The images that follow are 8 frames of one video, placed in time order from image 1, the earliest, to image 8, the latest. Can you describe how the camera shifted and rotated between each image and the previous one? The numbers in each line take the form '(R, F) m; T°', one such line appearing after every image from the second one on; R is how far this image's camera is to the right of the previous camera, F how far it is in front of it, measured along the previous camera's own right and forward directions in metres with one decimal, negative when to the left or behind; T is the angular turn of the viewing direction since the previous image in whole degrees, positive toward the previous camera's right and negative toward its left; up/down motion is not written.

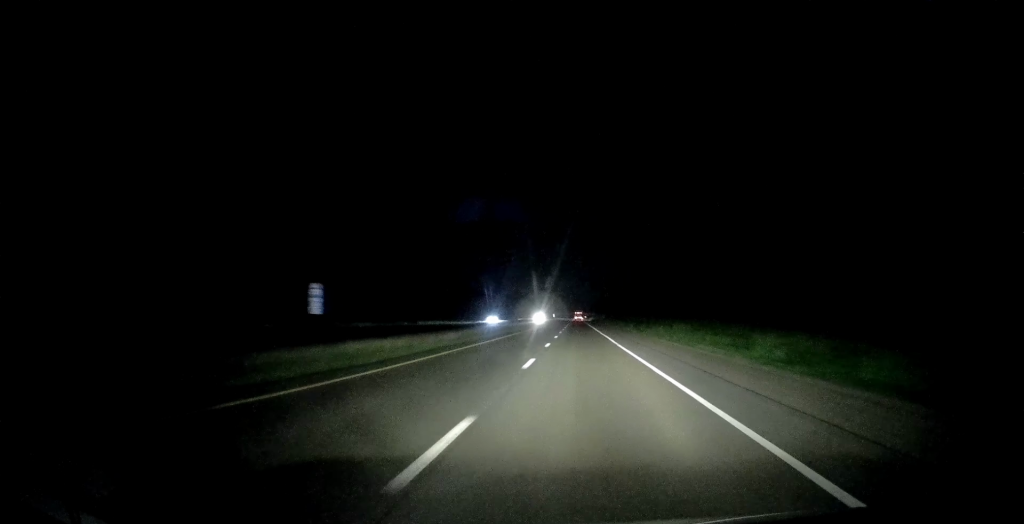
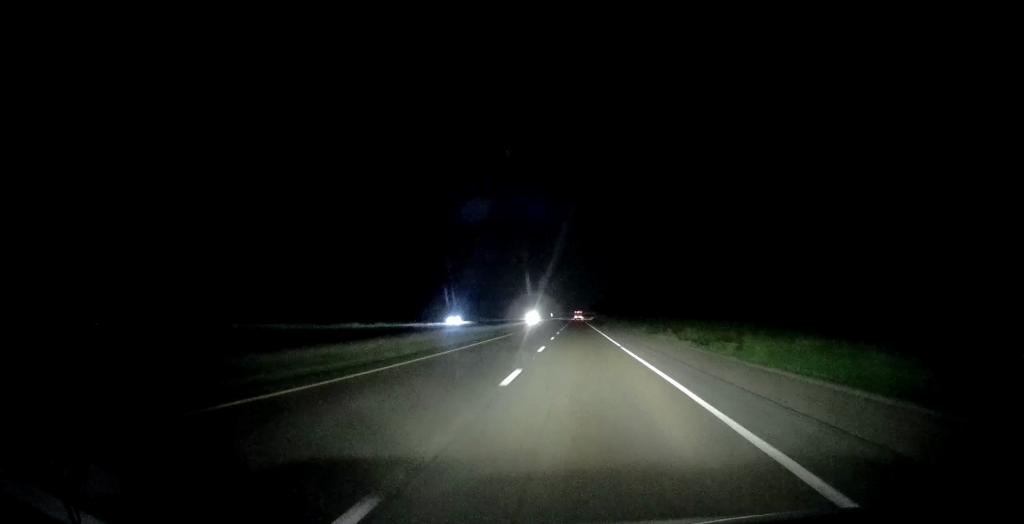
(+0.1, +28.3) m; 0°
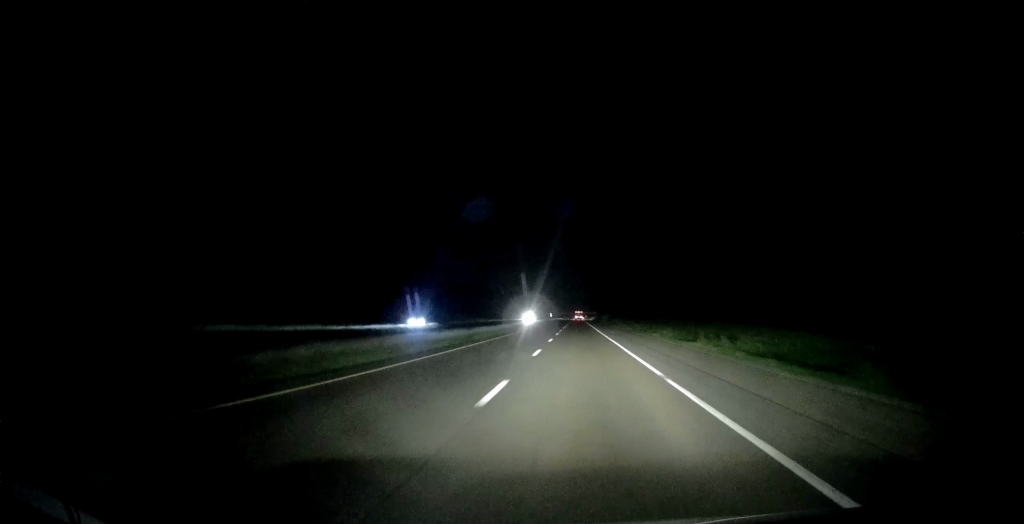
(+0.2, +14.7) m; -1°
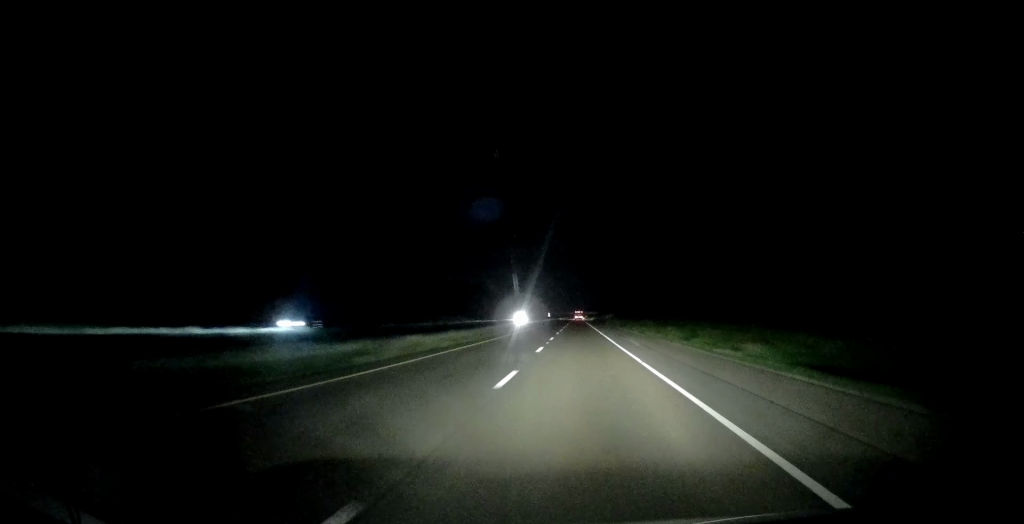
(-0.4, +21.6) m; 0°
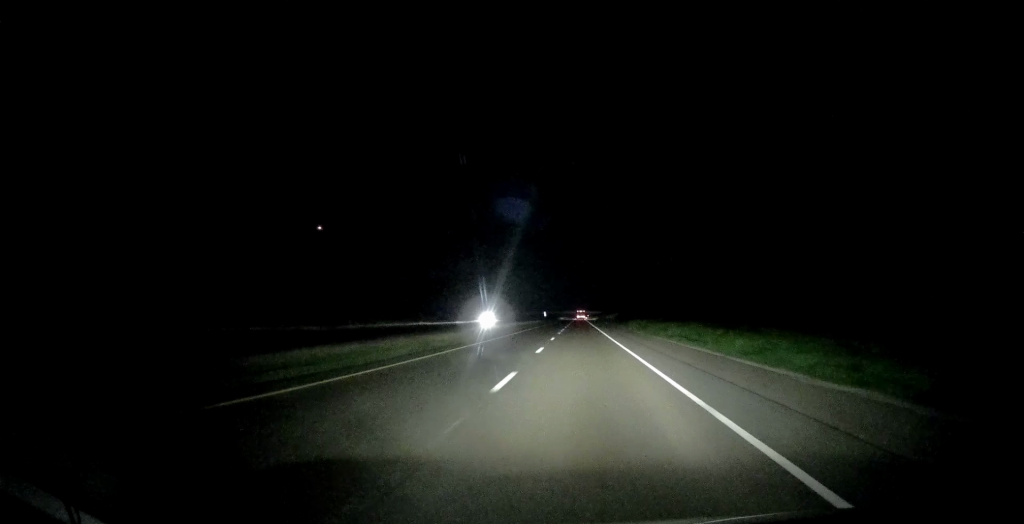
(+0.4, +50.2) m; 0°
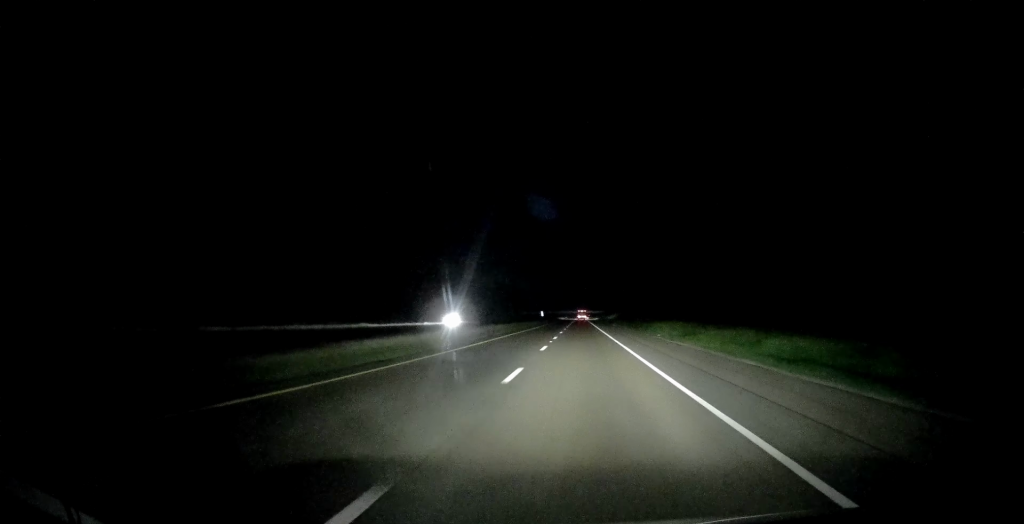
(-0.3, +22.8) m; 0°
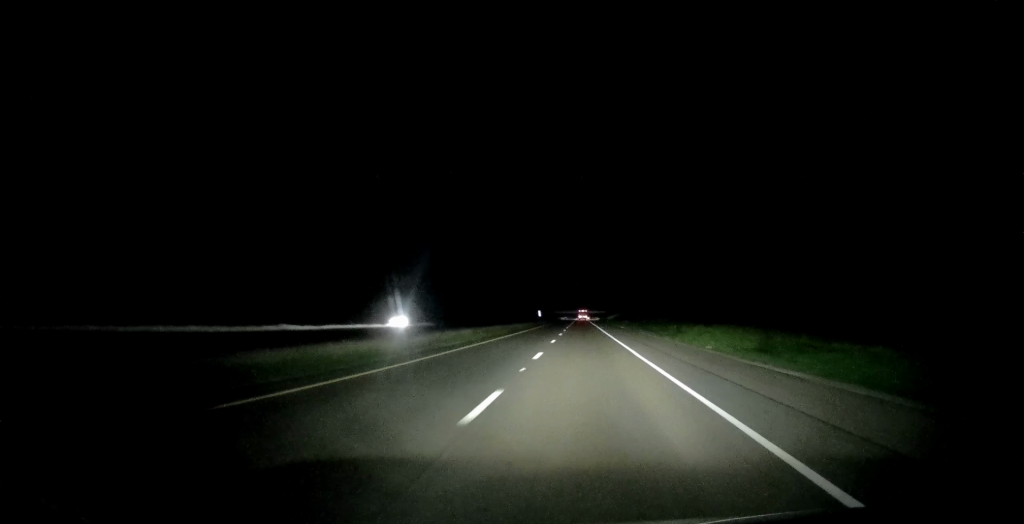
(0.0, +17.1) m; 0°
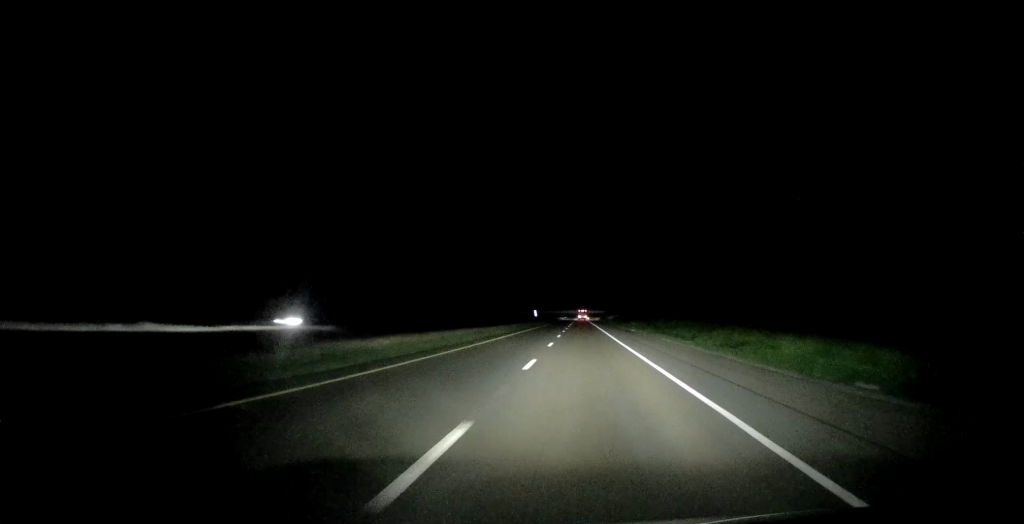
(+0.3, +16.0) m; 0°
